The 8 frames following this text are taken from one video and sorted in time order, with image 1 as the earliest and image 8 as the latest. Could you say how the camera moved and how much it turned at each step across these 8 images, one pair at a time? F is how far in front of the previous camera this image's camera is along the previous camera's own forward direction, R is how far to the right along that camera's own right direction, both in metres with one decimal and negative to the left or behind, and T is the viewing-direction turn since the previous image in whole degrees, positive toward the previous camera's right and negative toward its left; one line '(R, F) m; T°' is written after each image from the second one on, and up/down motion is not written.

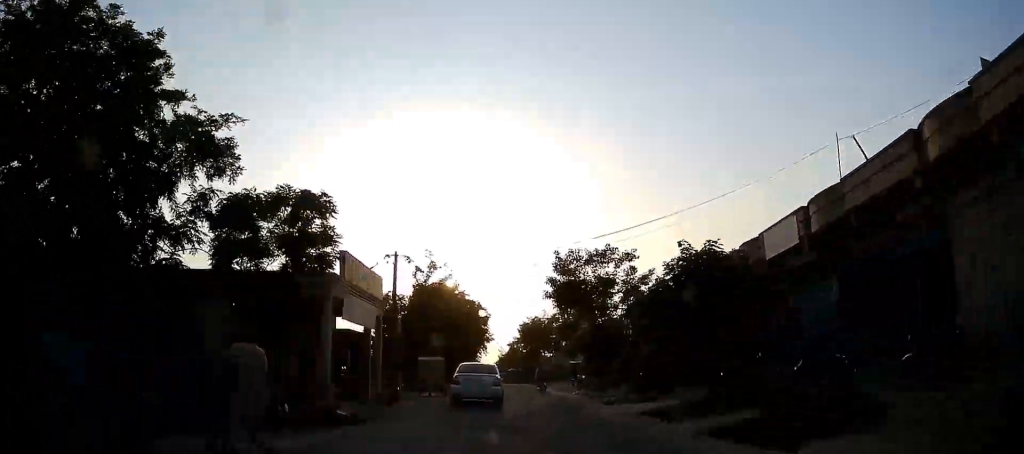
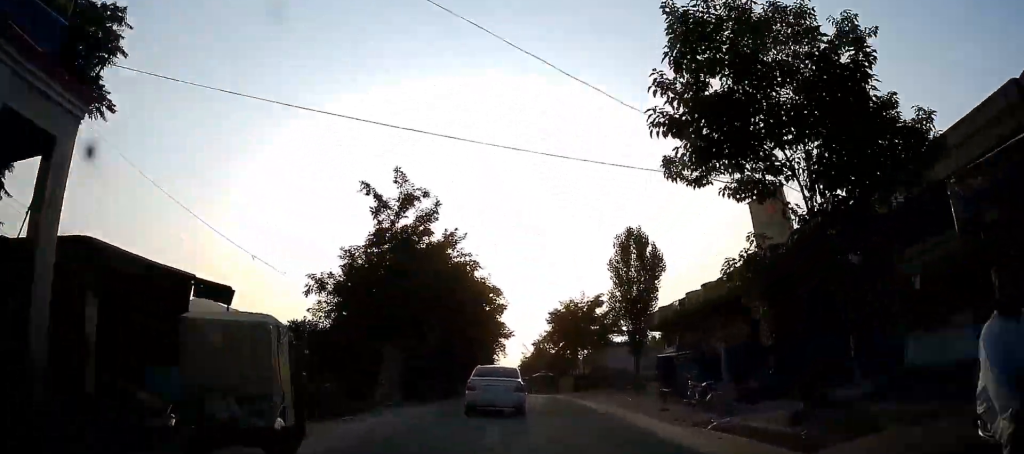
(-1.4, +19.3) m; -3°
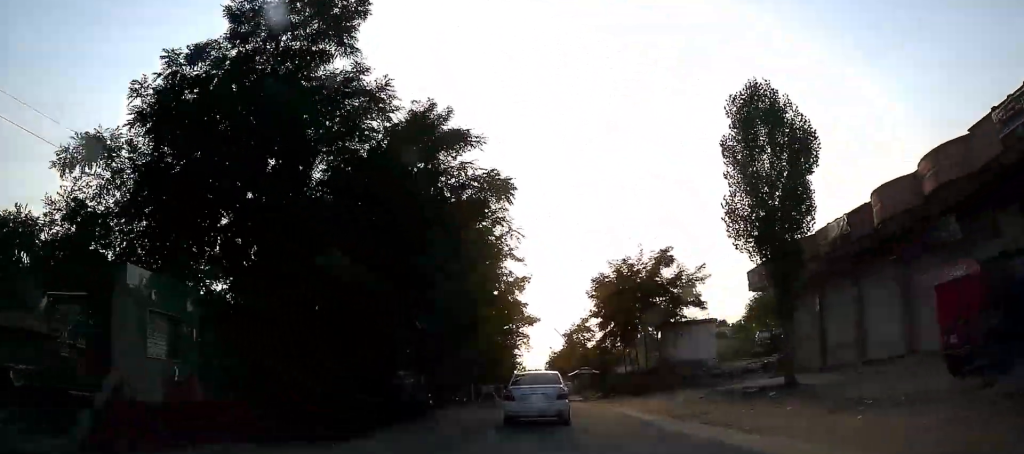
(+0.6, +15.7) m; +1°
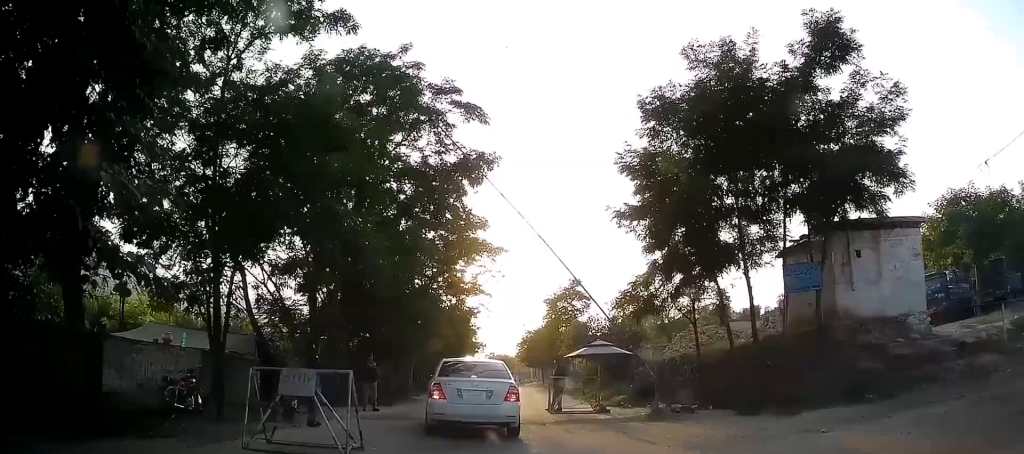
(0.0, +20.3) m; 0°
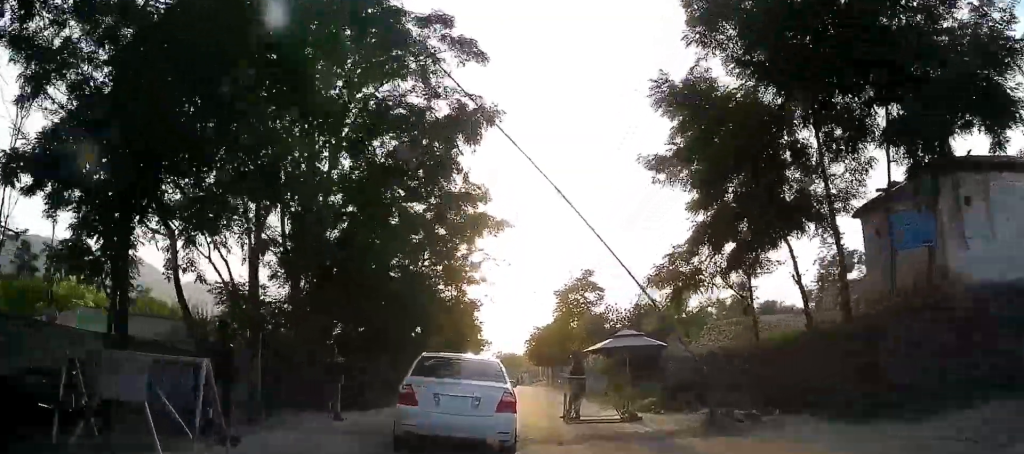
(0.0, +3.8) m; -2°
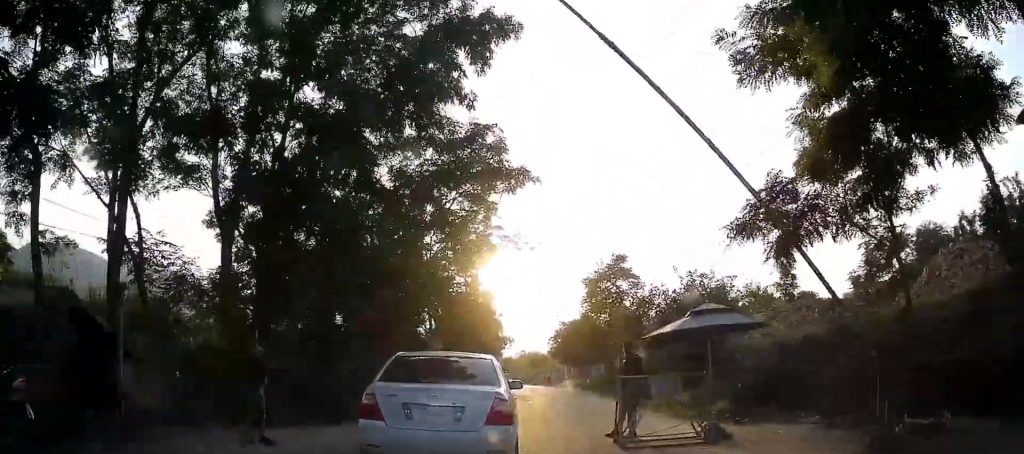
(-0.2, +6.7) m; -3°
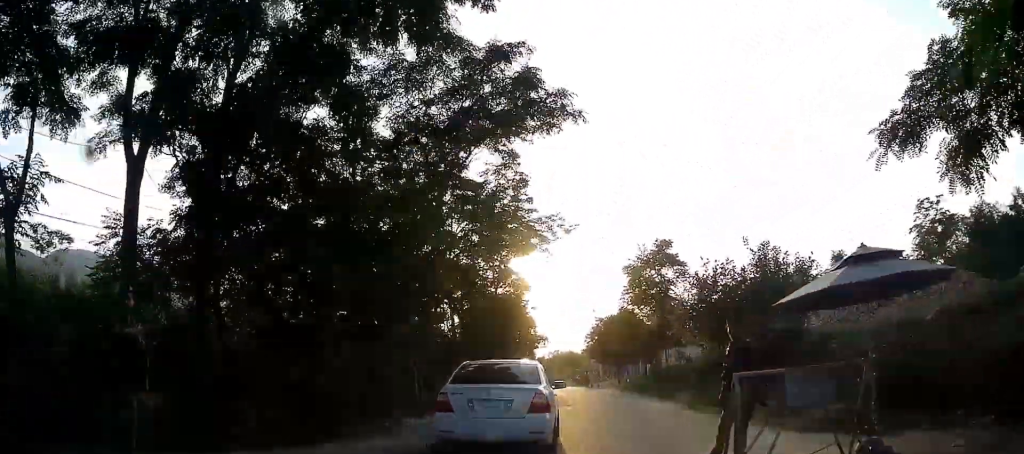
(-0.2, +5.9) m; -3°
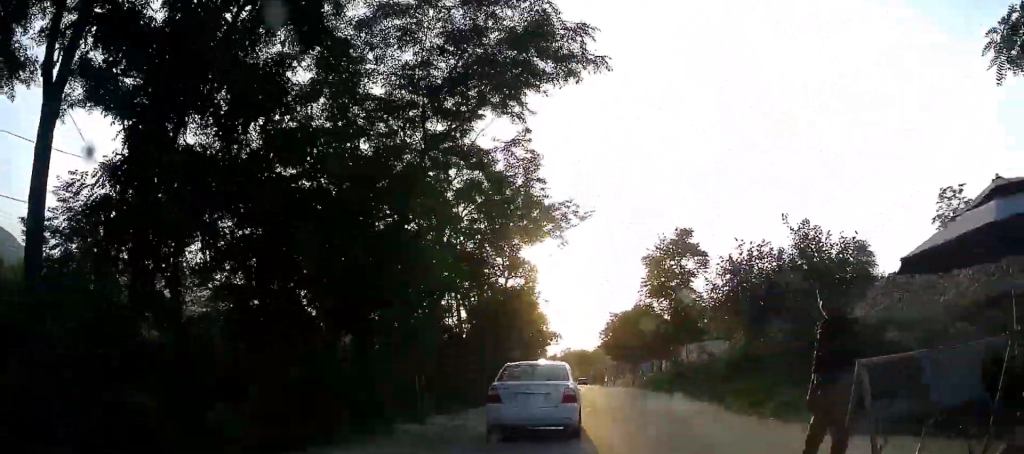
(+0.2, +2.5) m; -3°
